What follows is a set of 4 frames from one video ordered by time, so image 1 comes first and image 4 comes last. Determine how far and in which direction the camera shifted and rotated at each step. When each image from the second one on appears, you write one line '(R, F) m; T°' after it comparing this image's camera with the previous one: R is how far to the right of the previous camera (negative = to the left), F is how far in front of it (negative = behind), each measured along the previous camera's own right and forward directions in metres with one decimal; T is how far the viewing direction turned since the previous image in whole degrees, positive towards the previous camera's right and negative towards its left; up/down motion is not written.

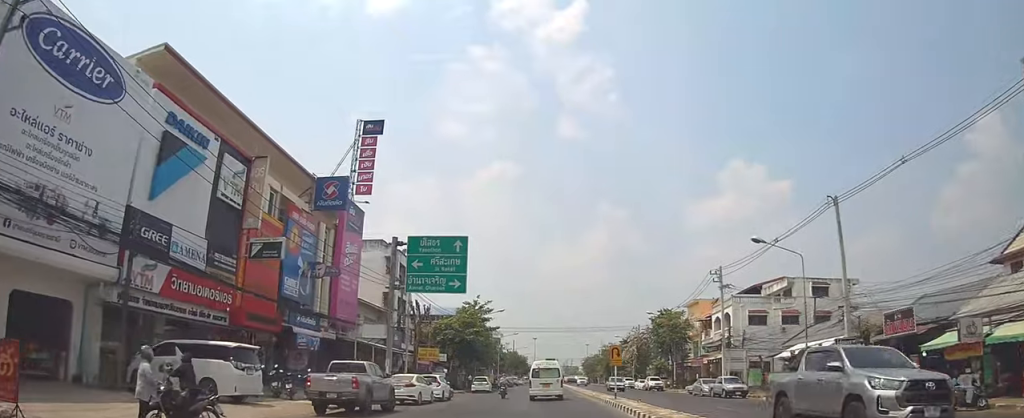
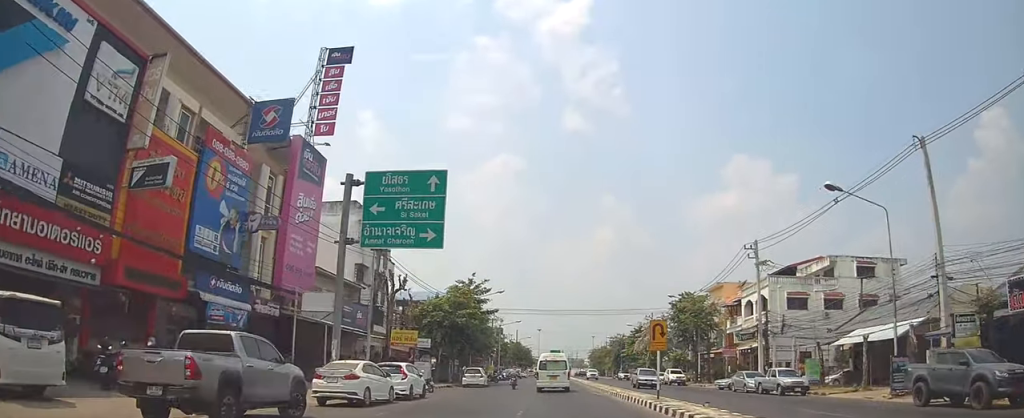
(+0.1, +9.0) m; +1°
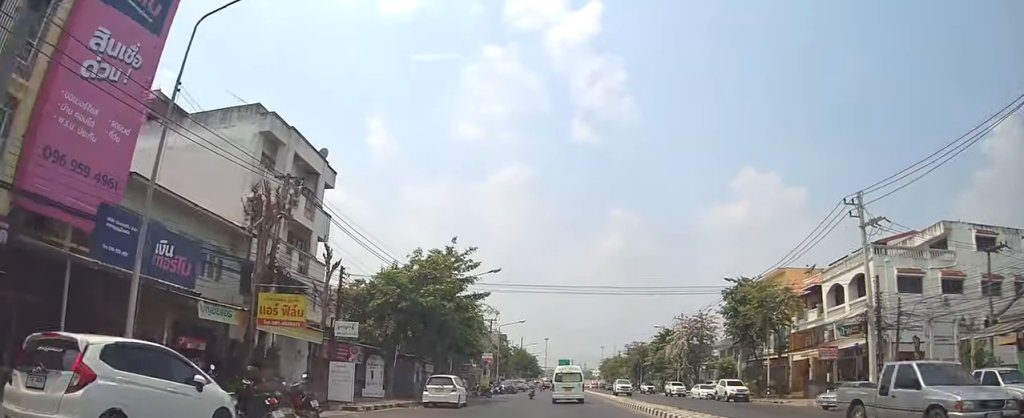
(+0.3, +17.3) m; +1°
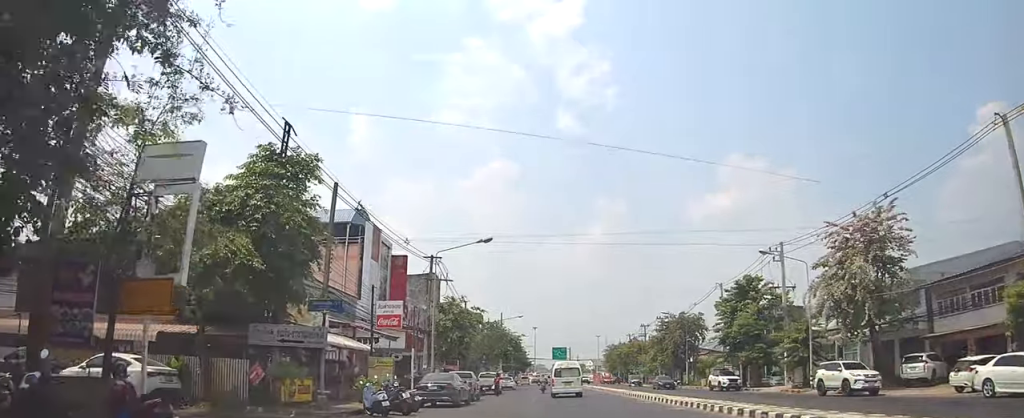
(+1.3, +42.4) m; -1°
